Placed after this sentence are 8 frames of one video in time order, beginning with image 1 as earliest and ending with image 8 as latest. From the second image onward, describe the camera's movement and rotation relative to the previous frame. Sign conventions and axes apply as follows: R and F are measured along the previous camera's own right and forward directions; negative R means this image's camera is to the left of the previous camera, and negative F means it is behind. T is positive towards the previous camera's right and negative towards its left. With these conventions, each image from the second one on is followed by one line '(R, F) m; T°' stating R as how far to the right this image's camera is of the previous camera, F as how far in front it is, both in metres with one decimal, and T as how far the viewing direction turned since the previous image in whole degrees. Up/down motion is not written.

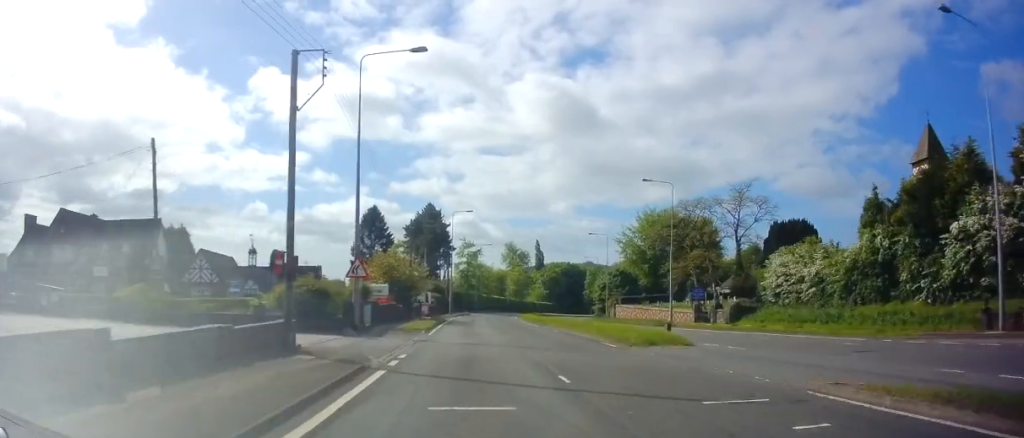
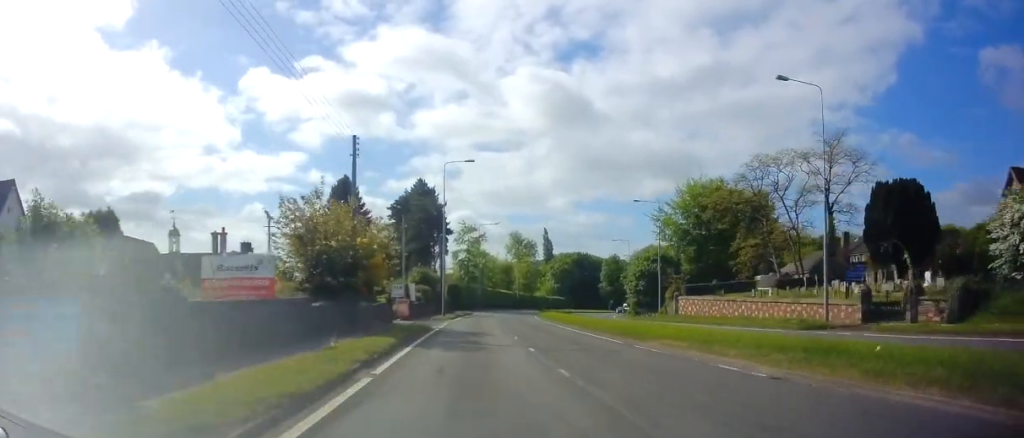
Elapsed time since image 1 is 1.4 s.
(+0.1, +23.3) m; -1°
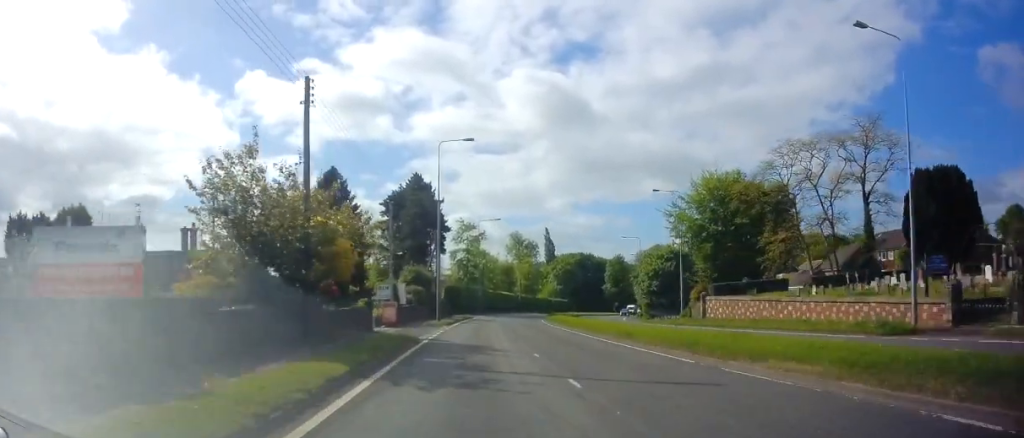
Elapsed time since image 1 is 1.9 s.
(0.0, +6.9) m; 0°
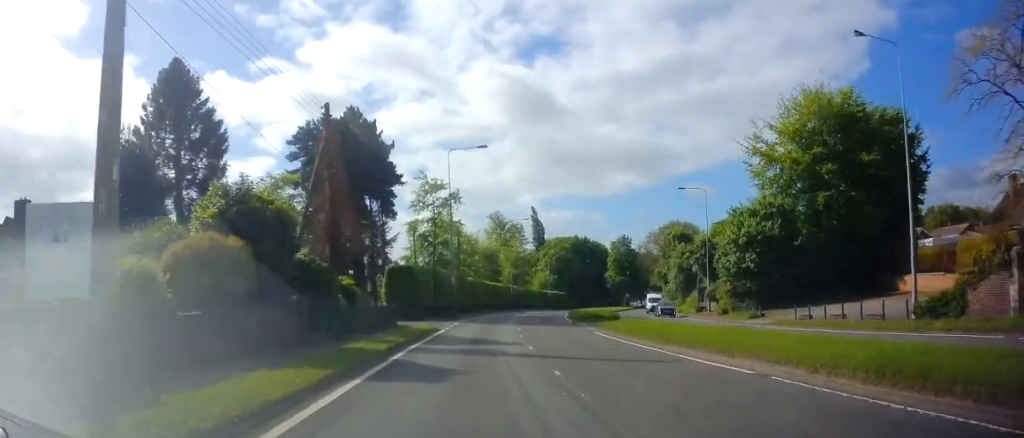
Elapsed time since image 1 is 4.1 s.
(+0.7, +34.9) m; +2°
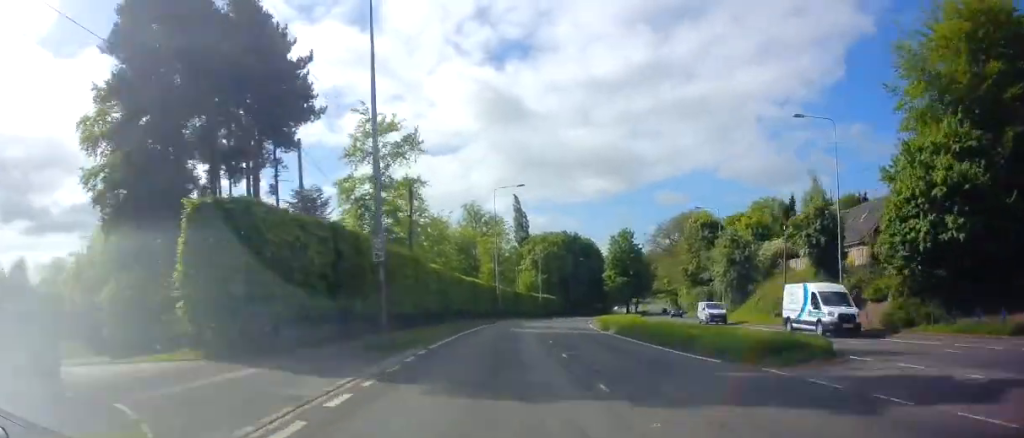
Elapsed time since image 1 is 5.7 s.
(+0.1, +25.9) m; +3°
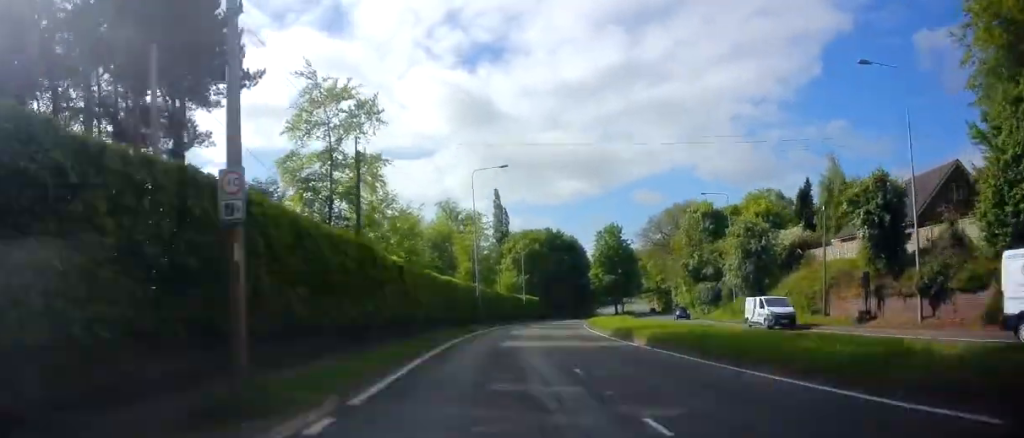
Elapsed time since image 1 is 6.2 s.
(+0.3, +8.7) m; +2°
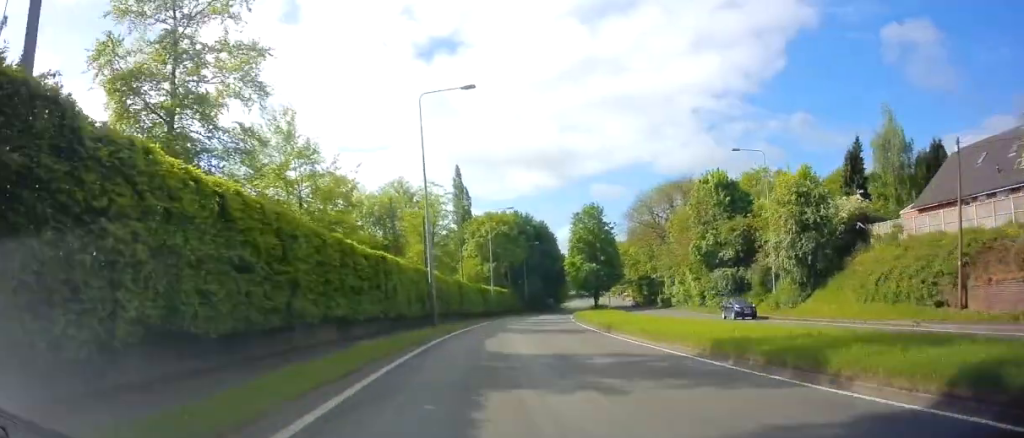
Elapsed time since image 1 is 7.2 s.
(+0.4, +15.9) m; +3°
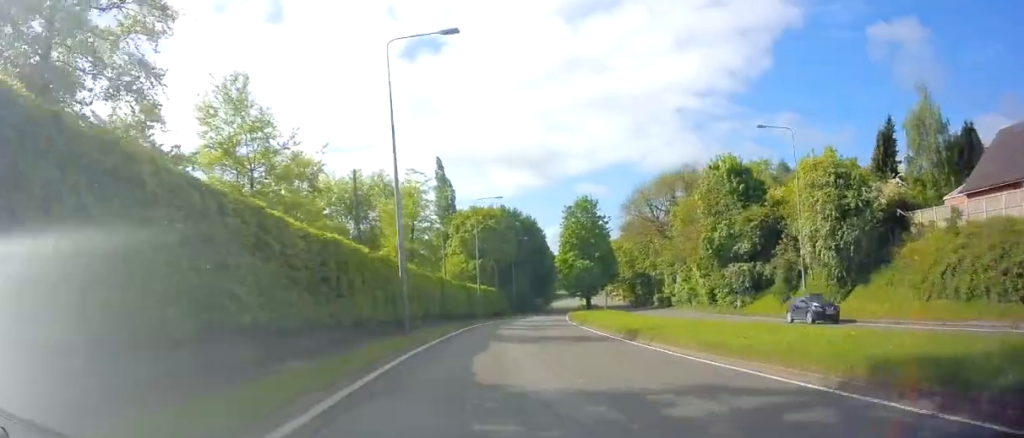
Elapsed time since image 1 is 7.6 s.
(-0.1, +6.6) m; +1°
